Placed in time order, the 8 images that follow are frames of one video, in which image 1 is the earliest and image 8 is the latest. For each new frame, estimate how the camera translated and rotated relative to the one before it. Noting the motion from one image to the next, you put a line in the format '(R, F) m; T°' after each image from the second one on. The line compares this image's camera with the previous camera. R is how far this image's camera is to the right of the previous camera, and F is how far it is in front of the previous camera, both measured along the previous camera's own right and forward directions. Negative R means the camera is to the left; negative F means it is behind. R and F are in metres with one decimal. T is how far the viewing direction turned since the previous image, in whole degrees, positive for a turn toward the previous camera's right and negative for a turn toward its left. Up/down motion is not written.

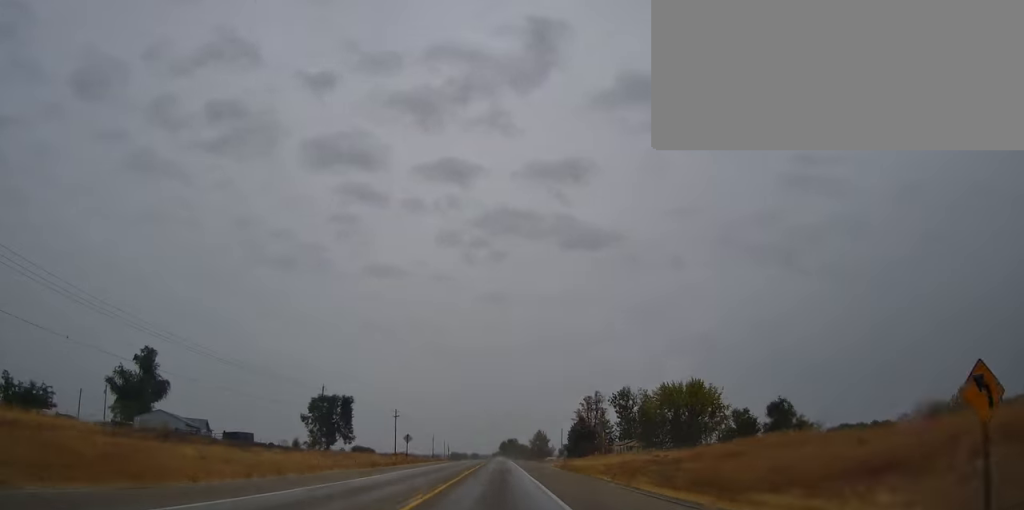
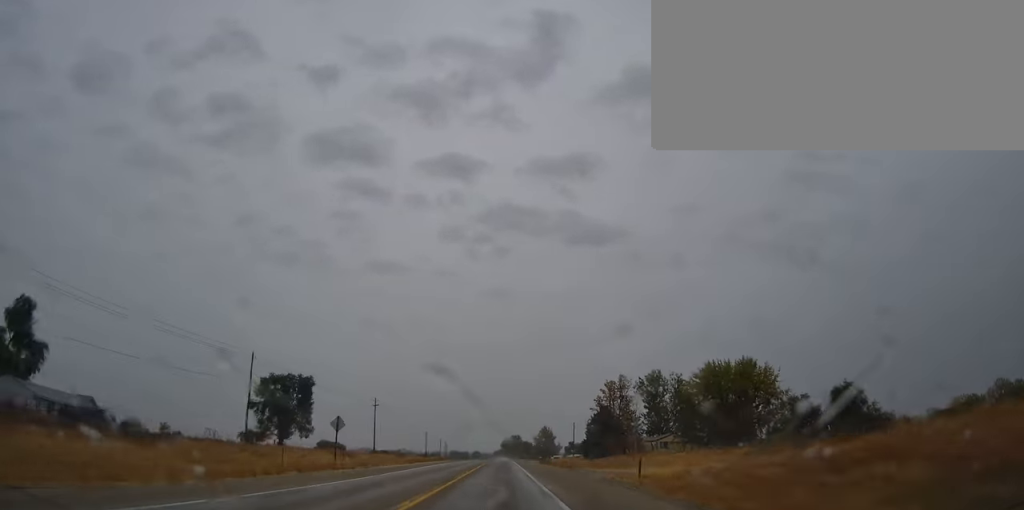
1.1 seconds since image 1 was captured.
(+0.2, +31.9) m; 0°
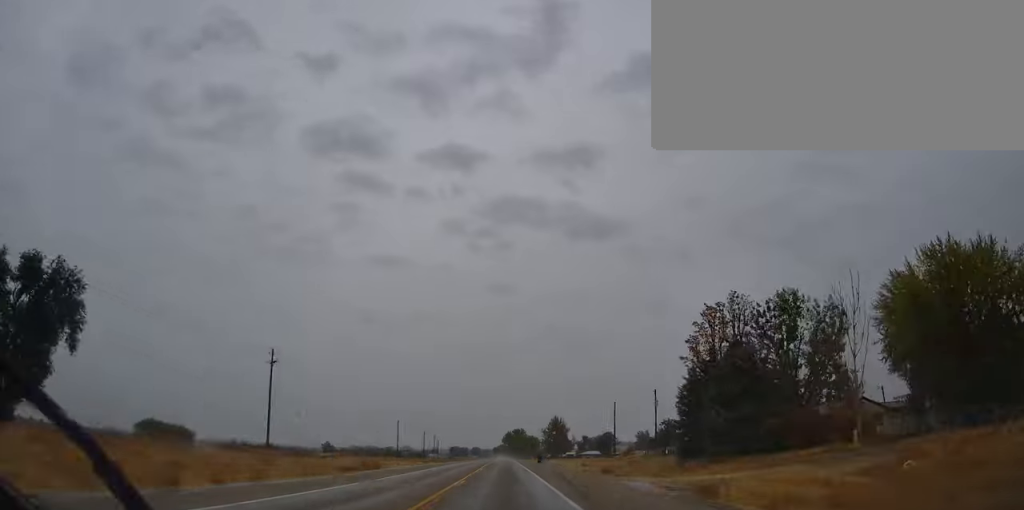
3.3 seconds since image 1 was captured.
(-0.7, +68.3) m; 0°
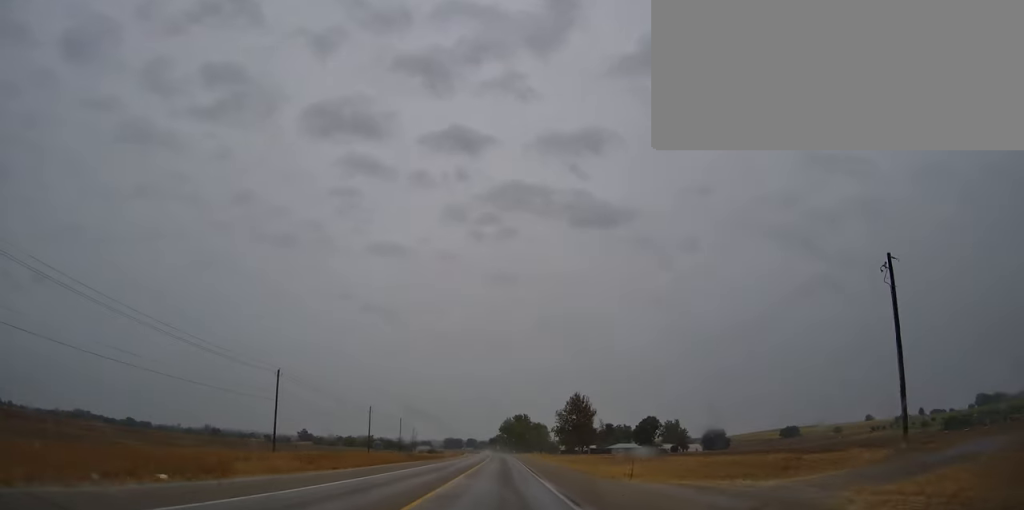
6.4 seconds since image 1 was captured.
(+0.1, +93.1) m; 0°
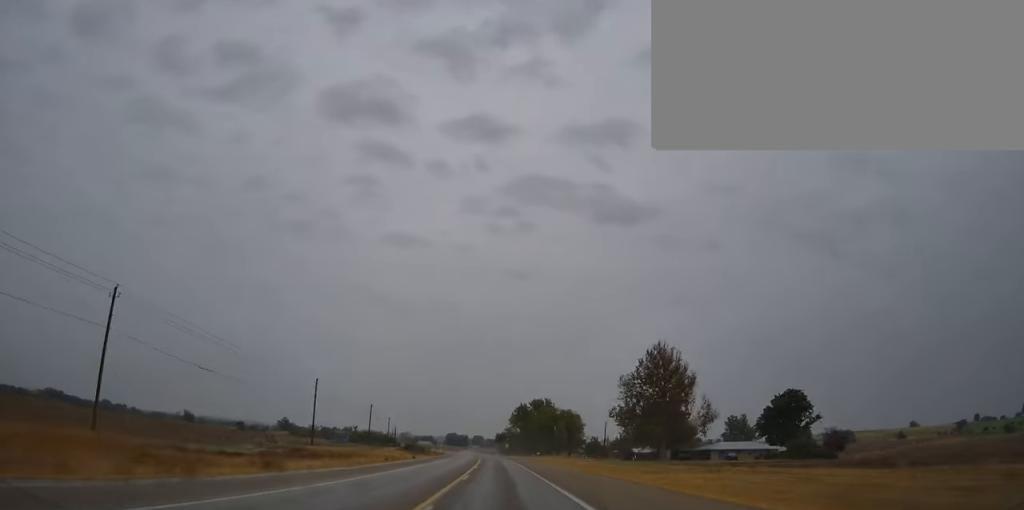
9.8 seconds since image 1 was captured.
(+0.1, +103.3) m; 0°
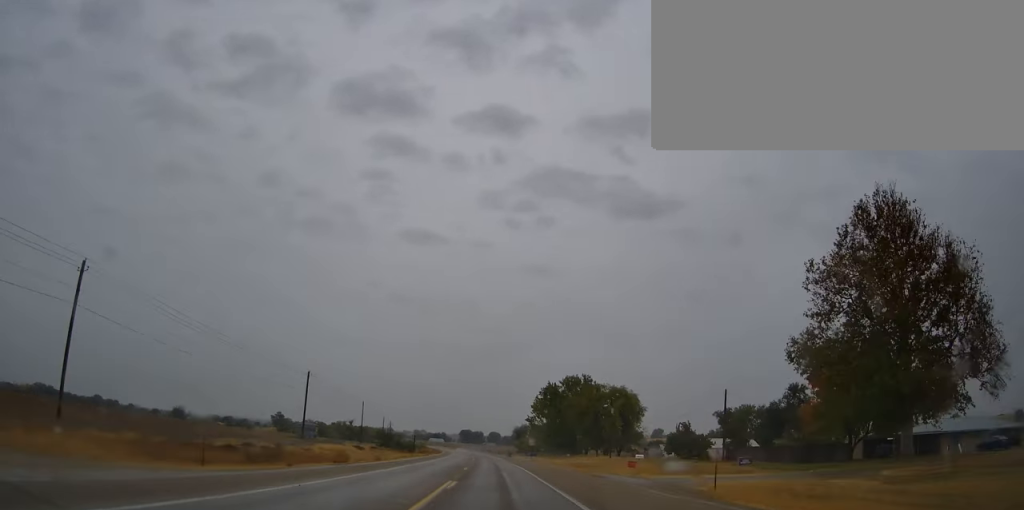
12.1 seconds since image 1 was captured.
(-0.5, +68.3) m; -1°
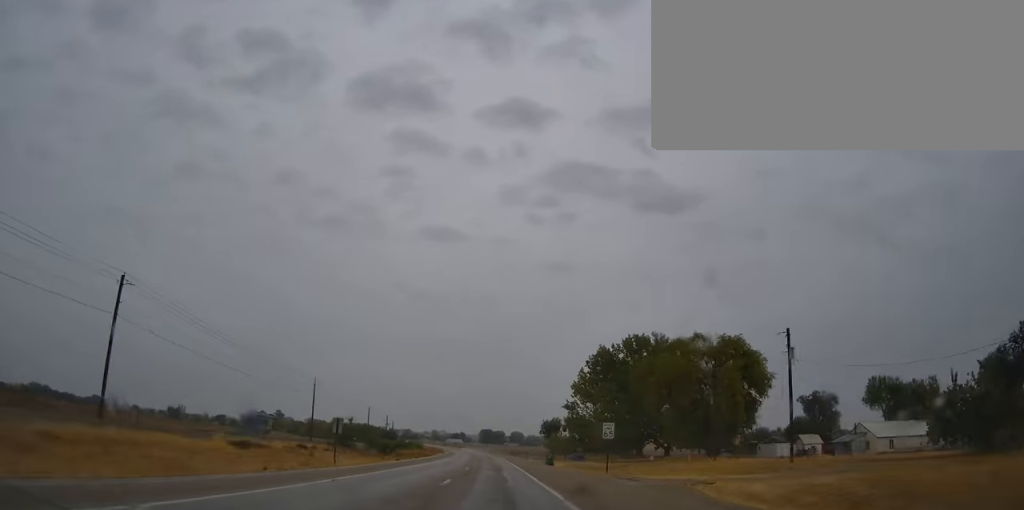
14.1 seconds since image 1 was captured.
(-0.8, +59.8) m; -2°
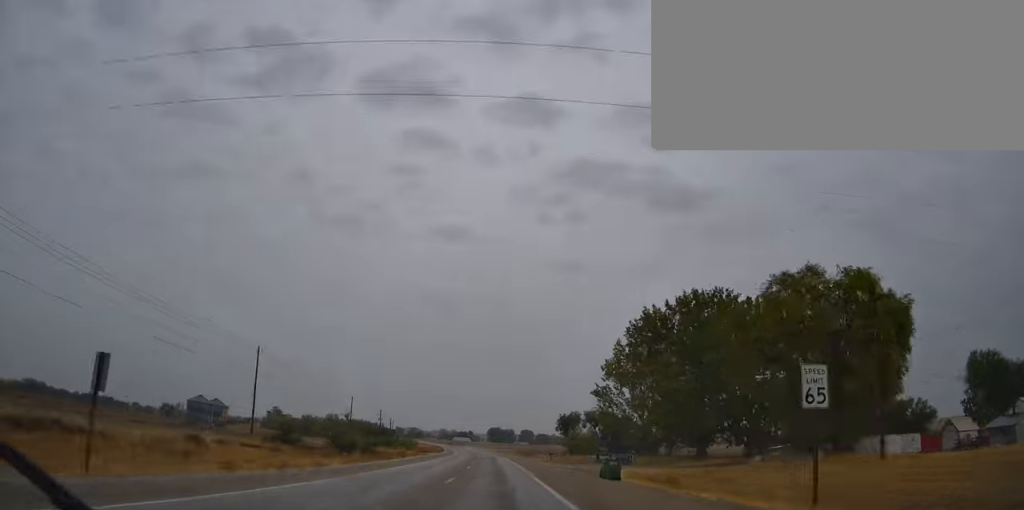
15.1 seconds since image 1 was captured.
(+0.2, +29.9) m; -1°
